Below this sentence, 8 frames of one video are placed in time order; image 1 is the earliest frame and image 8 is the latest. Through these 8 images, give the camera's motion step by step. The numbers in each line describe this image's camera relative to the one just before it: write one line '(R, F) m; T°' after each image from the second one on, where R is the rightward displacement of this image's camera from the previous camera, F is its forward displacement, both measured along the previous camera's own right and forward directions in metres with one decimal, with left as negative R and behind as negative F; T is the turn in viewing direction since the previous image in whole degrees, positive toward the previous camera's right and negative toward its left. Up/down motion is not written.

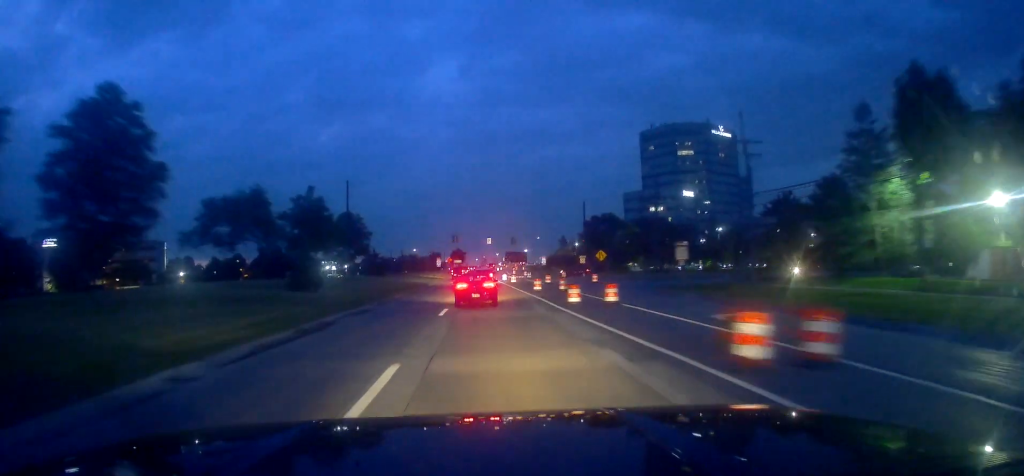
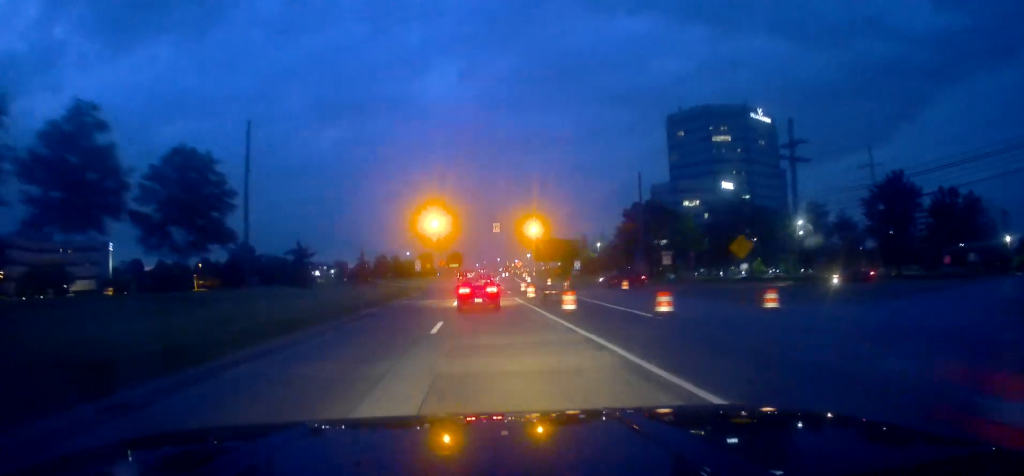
(-0.2, +34.5) m; 0°
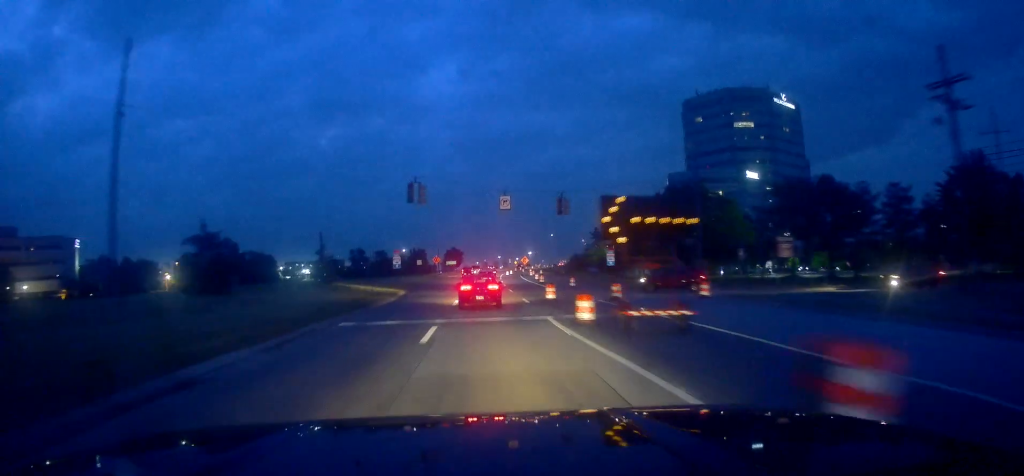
(+0.1, +17.0) m; 0°
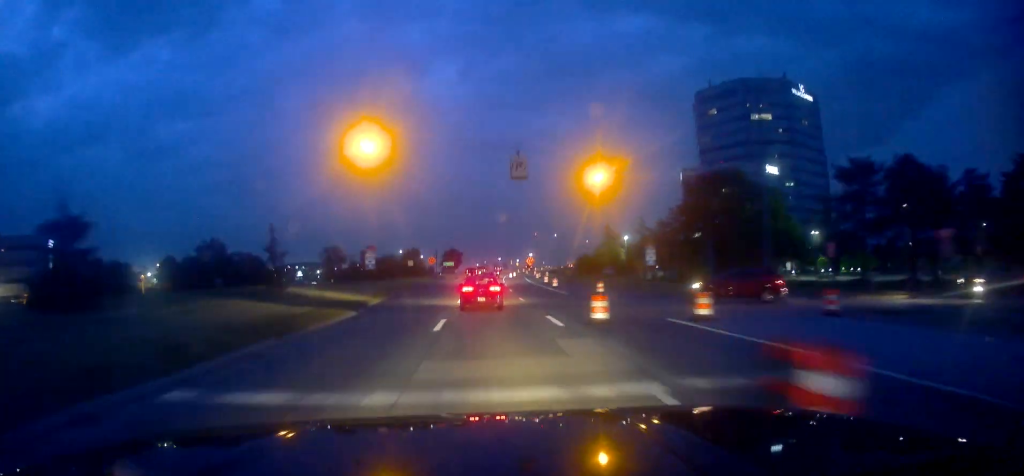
(+0.1, +11.9) m; 0°
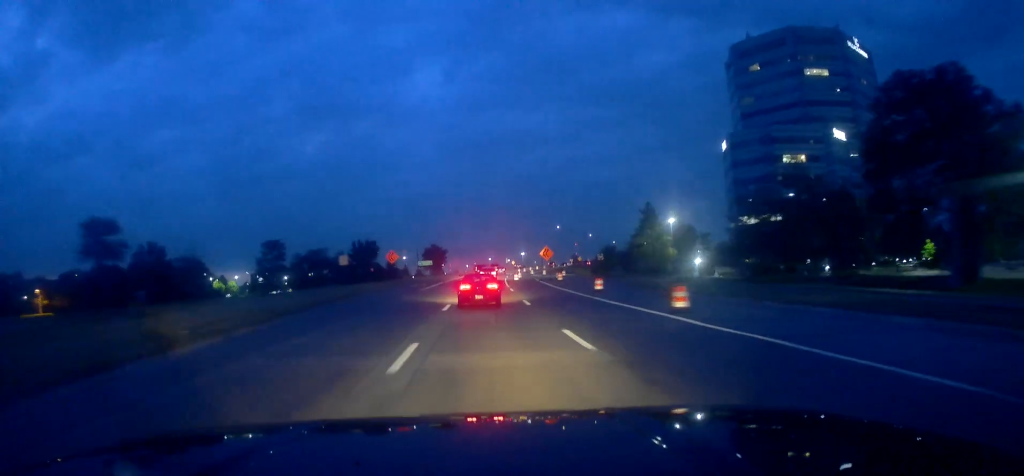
(-0.5, +36.6) m; -1°
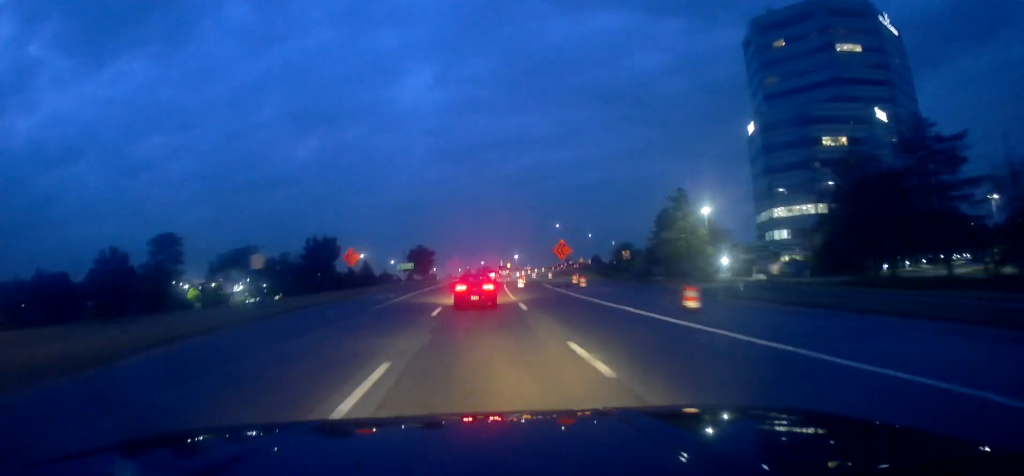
(0.0, +17.4) m; 0°
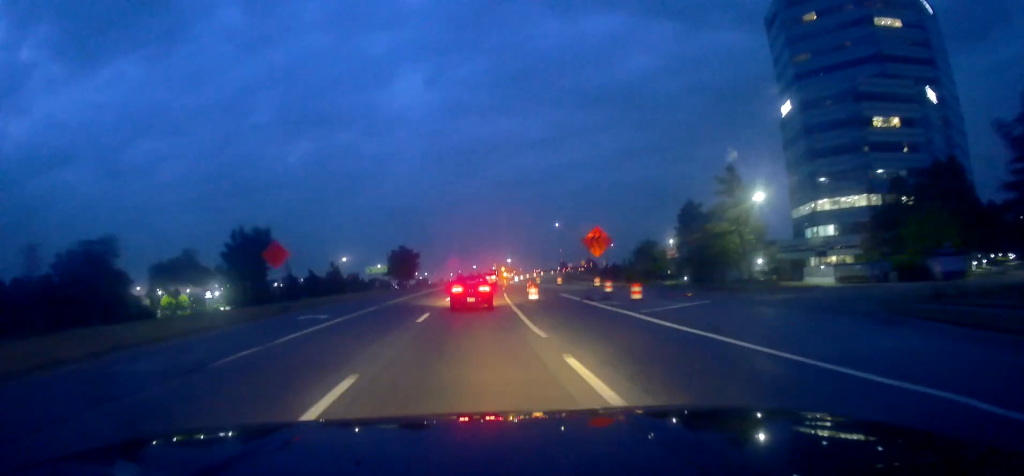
(+0.1, +16.8) m; +1°
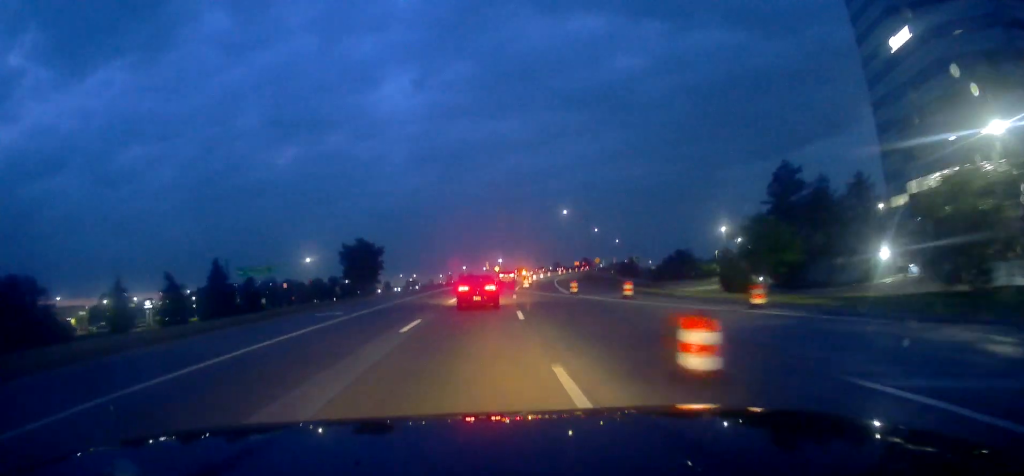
(+1.0, +33.4) m; +3°
